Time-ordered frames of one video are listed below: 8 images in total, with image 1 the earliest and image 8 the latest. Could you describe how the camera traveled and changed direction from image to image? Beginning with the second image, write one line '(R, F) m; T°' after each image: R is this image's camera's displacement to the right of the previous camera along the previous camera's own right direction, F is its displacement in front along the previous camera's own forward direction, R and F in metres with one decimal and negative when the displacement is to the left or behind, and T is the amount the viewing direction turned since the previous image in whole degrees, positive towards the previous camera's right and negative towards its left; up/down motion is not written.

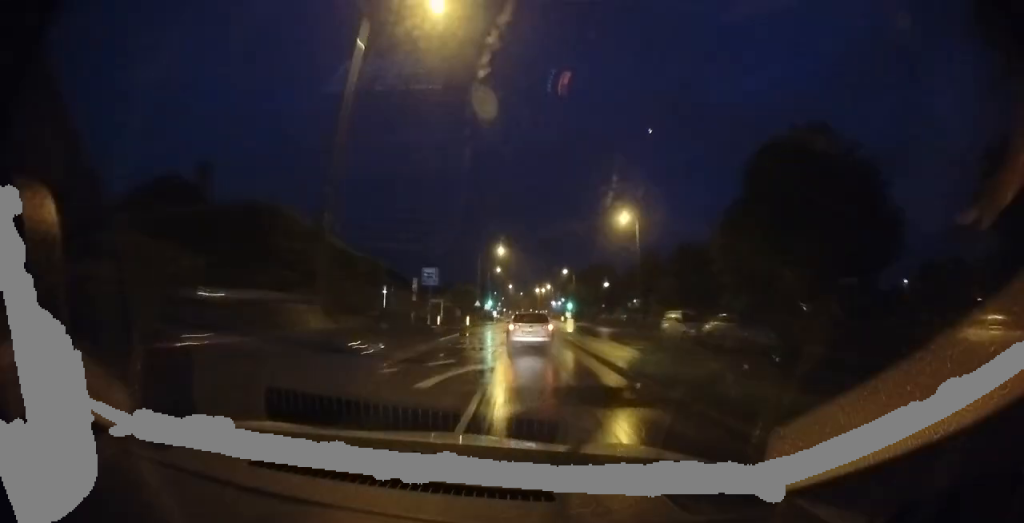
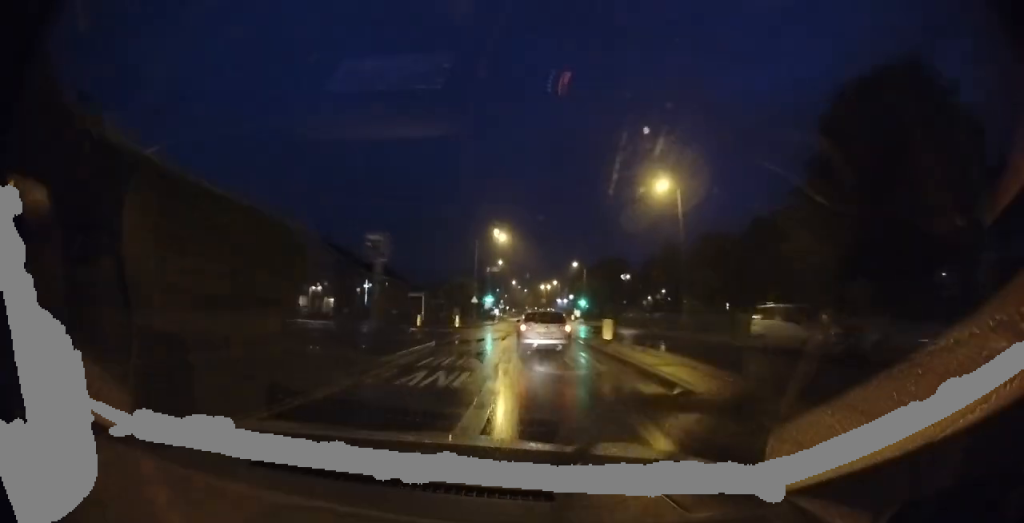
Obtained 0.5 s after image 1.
(0.0, +7.5) m; 0°
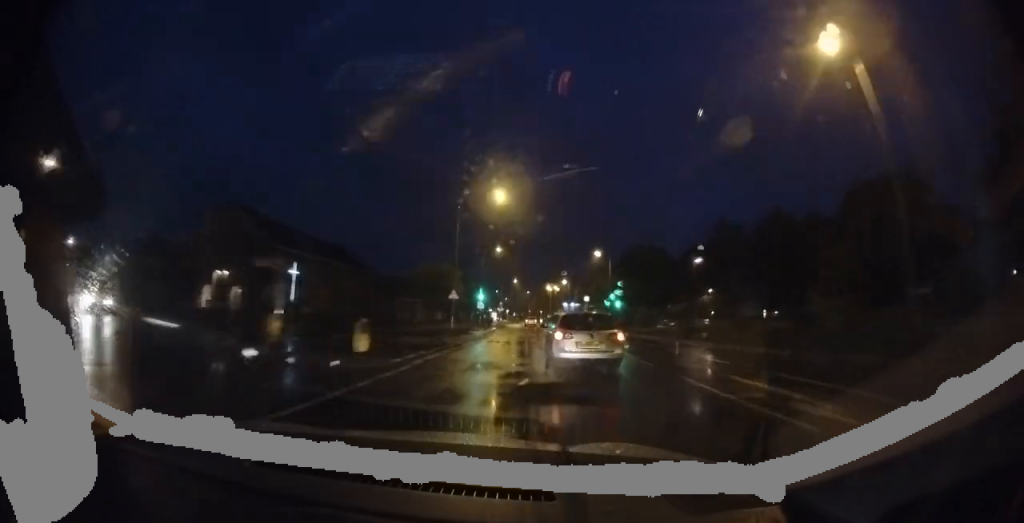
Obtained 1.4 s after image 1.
(0.0, +15.2) m; 0°
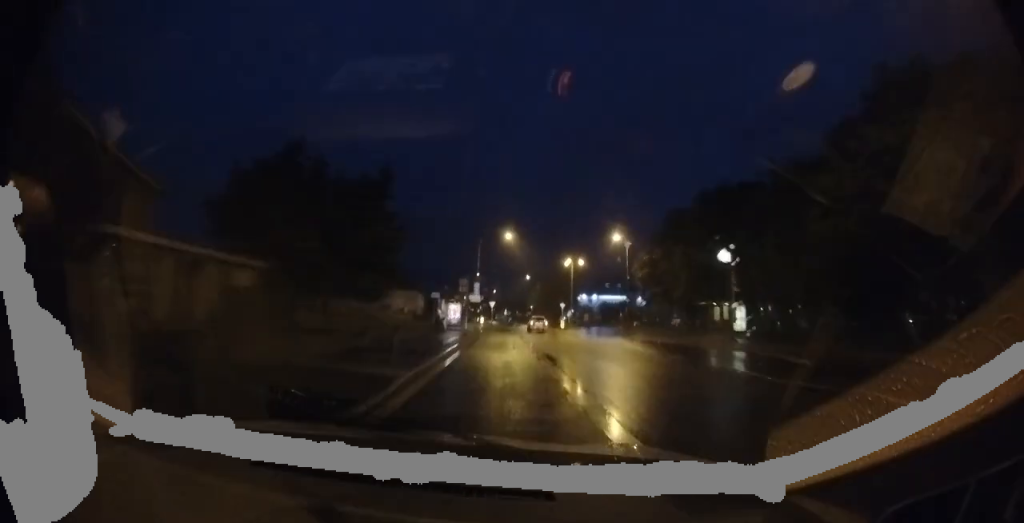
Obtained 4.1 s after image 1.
(-0.1, +43.4) m; 0°
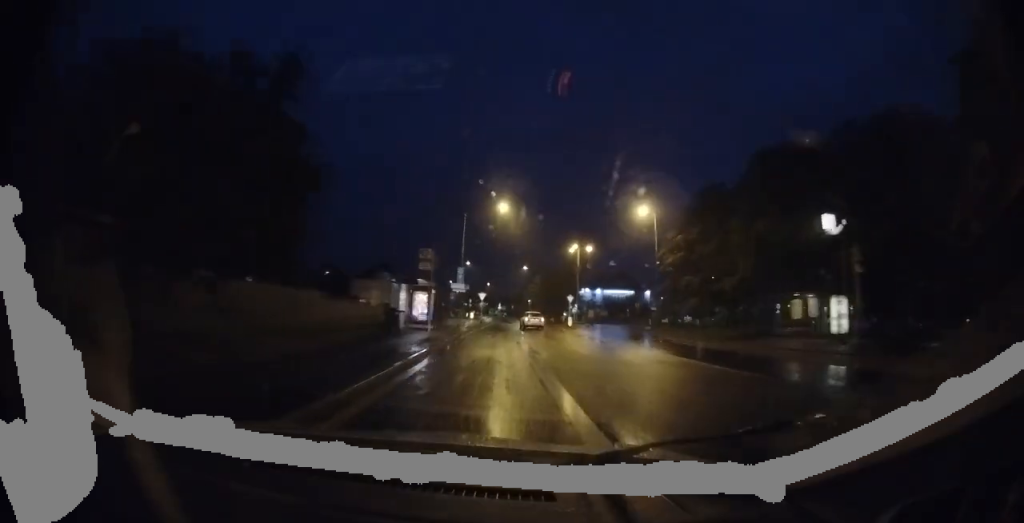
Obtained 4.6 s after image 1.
(0.0, +8.6) m; 0°
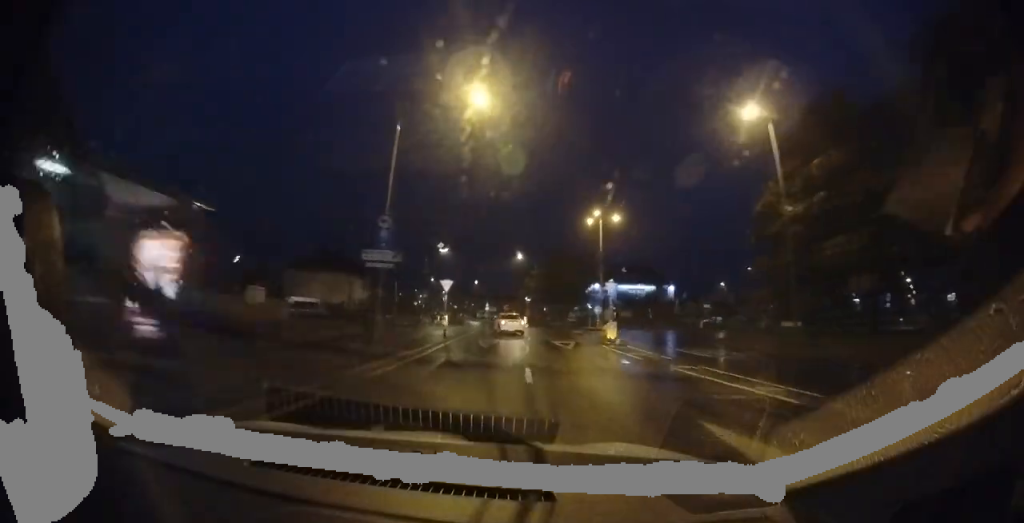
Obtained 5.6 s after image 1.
(0.0, +15.4) m; +1°
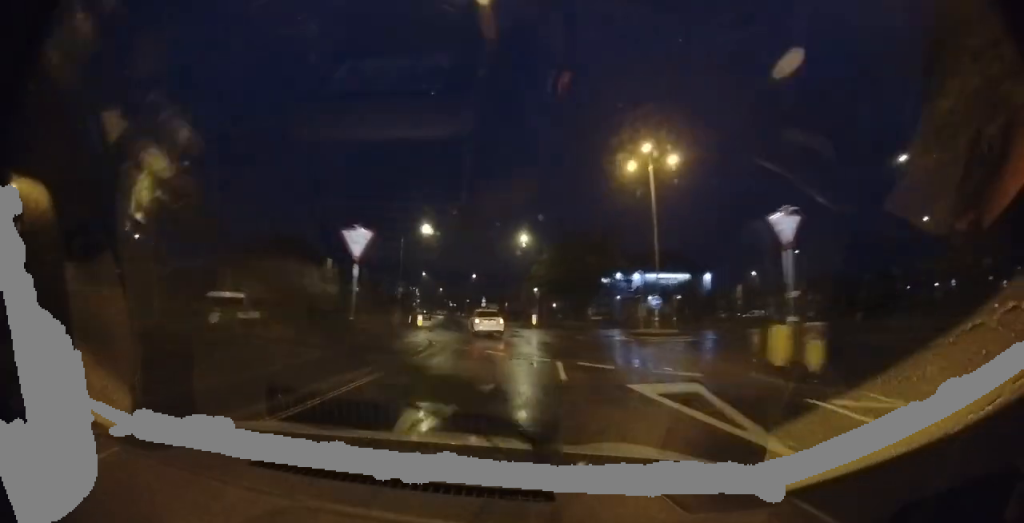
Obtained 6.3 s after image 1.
(+0.1, +10.9) m; -1°
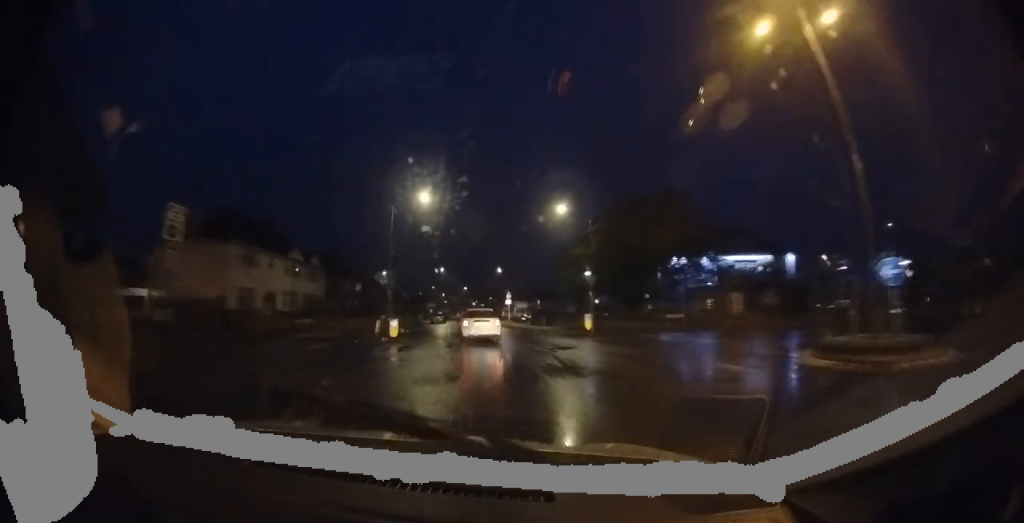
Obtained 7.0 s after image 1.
(0.0, +10.6) m; -3°
